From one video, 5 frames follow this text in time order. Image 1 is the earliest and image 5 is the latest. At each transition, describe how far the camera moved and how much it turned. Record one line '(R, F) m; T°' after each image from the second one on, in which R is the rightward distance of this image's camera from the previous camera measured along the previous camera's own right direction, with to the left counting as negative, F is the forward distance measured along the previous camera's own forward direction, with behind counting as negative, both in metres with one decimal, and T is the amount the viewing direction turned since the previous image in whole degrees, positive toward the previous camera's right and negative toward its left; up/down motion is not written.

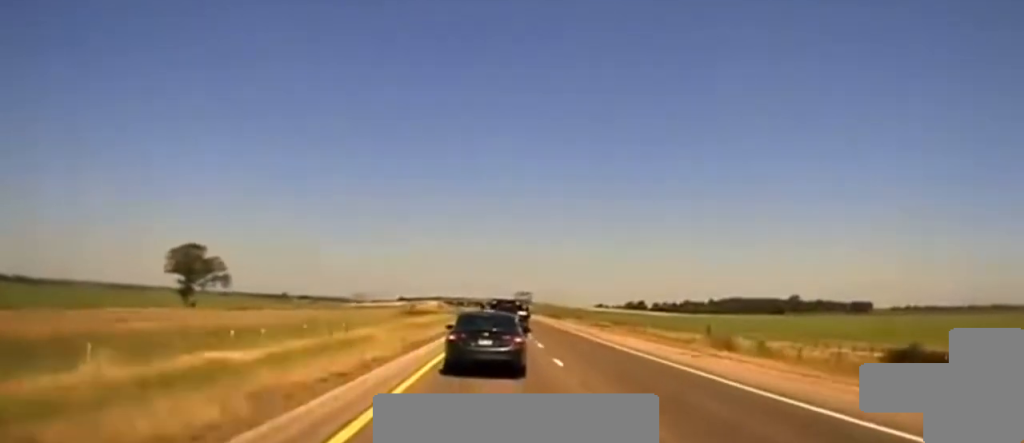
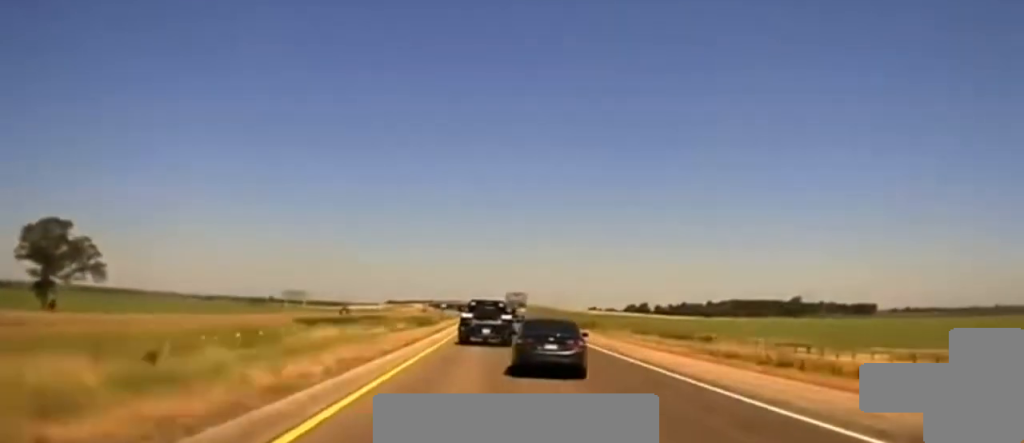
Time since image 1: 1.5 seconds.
(-0.1, +60.1) m; 0°
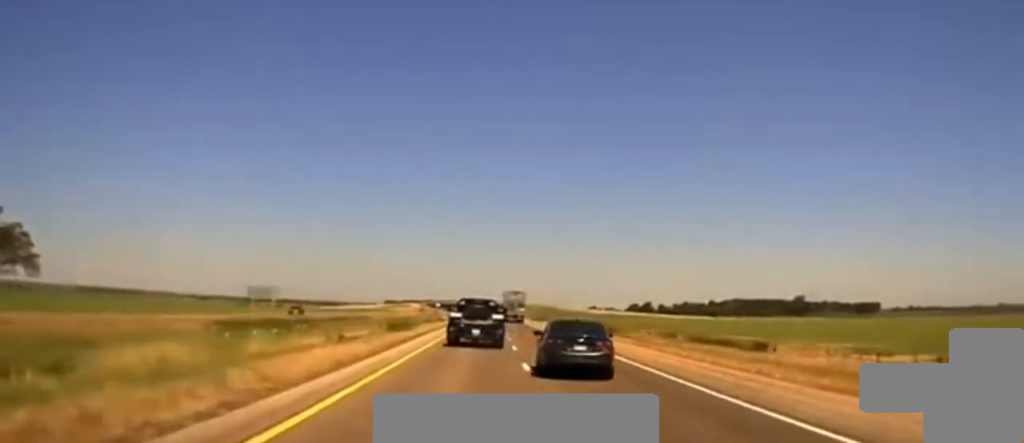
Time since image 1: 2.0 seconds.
(0.0, +19.9) m; 0°
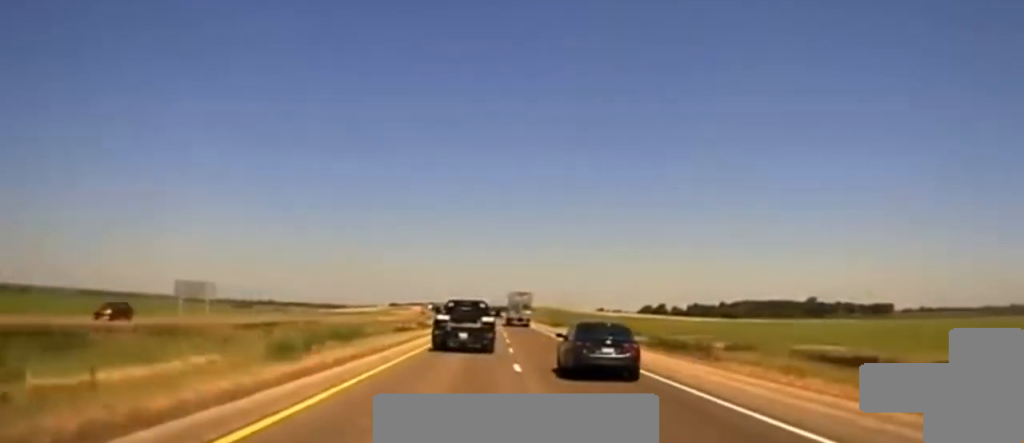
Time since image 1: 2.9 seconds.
(0.0, +31.9) m; 0°
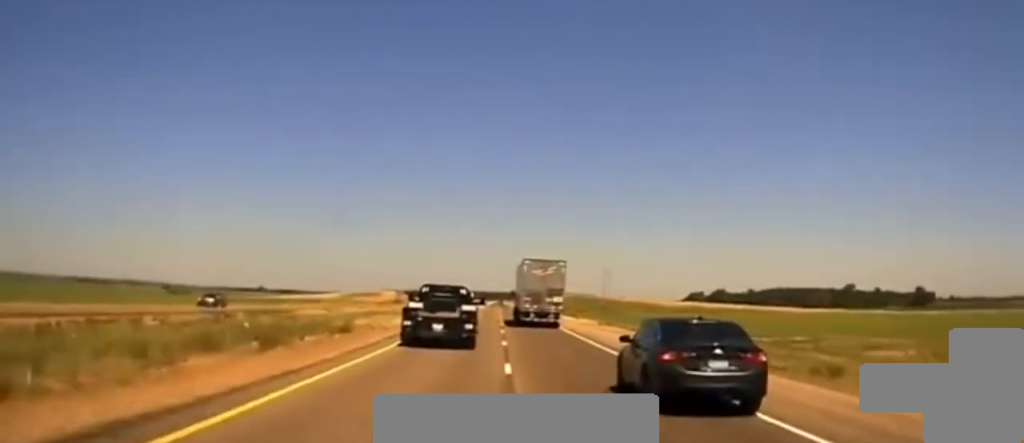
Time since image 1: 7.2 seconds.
(-0.5, +175.8) m; 0°
